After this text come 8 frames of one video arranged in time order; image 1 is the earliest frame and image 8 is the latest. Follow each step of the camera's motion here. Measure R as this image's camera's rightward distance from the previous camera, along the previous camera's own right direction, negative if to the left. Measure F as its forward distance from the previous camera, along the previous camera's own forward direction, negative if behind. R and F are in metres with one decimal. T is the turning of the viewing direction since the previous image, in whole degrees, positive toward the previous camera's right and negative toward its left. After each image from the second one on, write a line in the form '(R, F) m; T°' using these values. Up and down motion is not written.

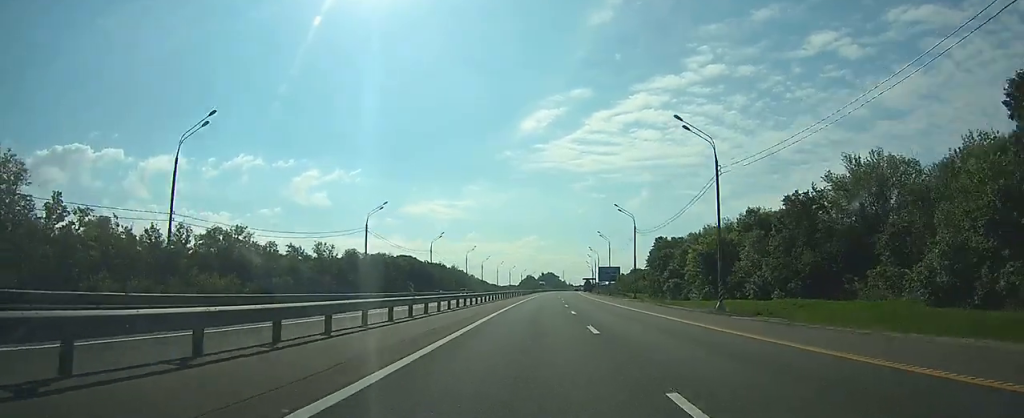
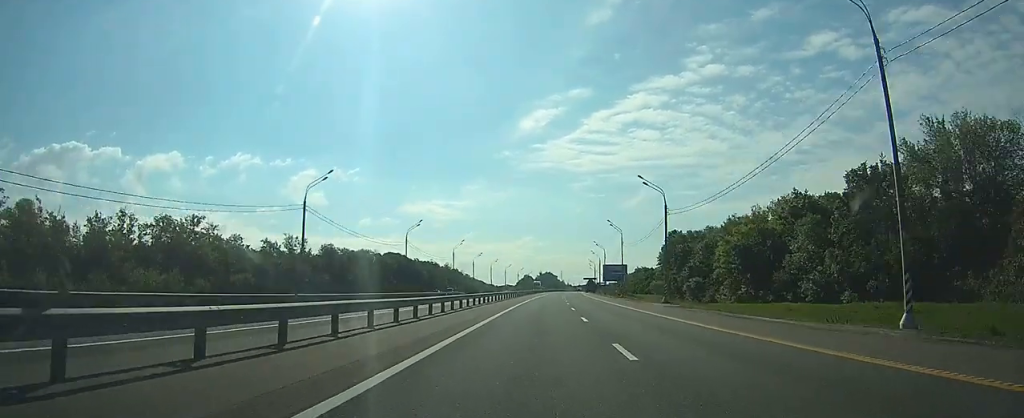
(0.0, +18.2) m; 0°
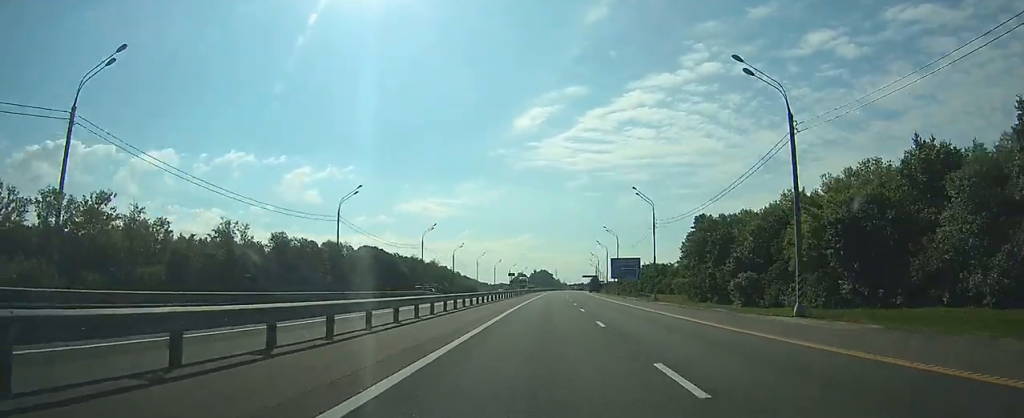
(+0.1, +27.9) m; +1°
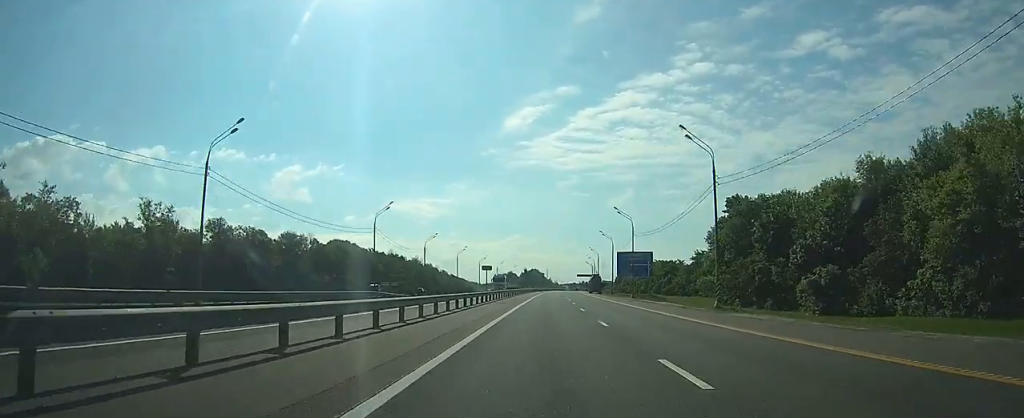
(+0.1, +23.6) m; 0°
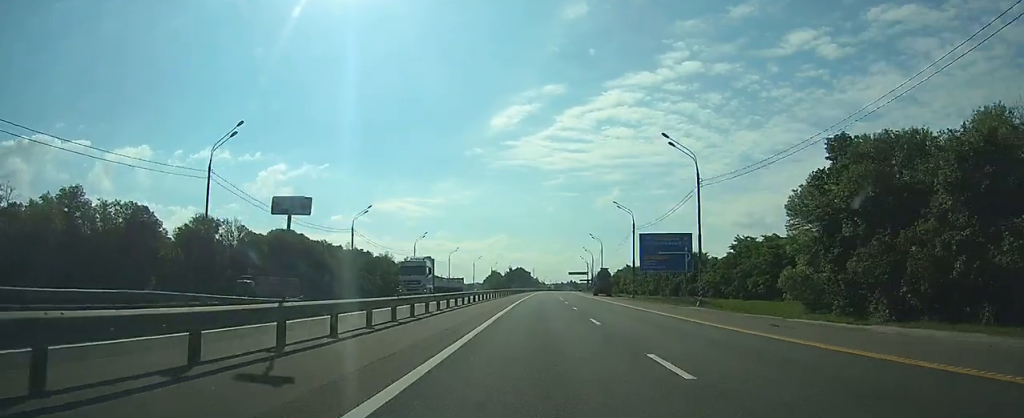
(+0.1, +35.5) m; +1°
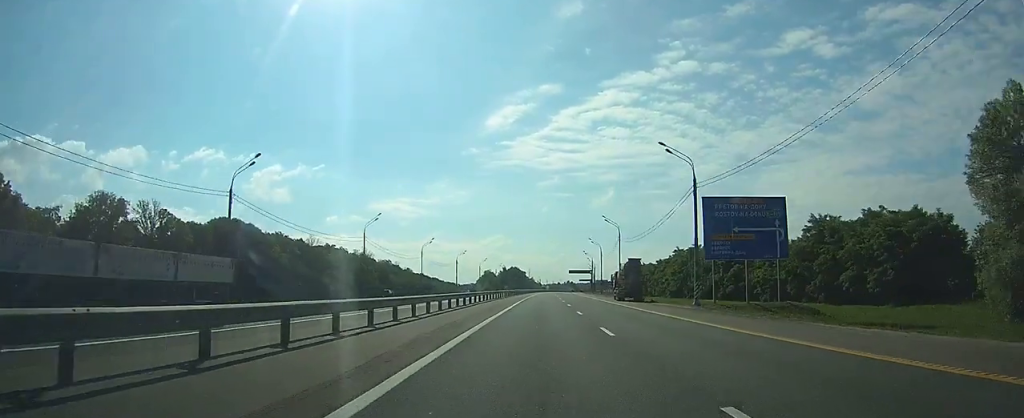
(+0.3, +29.0) m; +1°
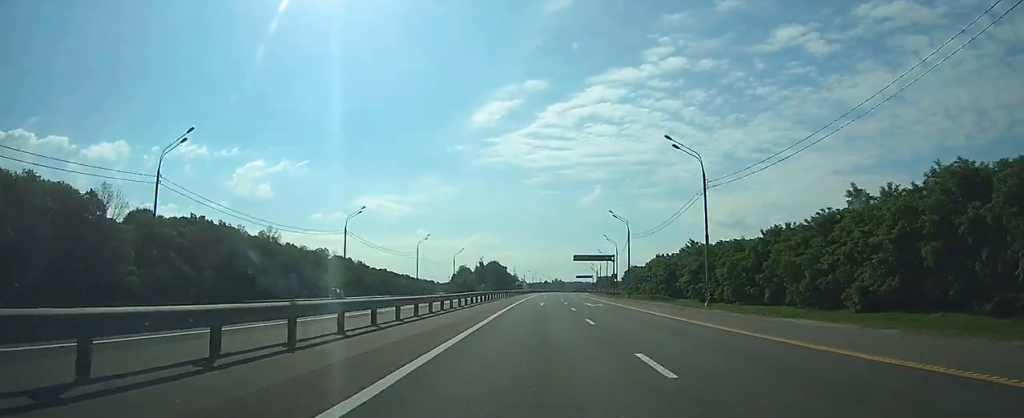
(+1.3, +79.8) m; +2°
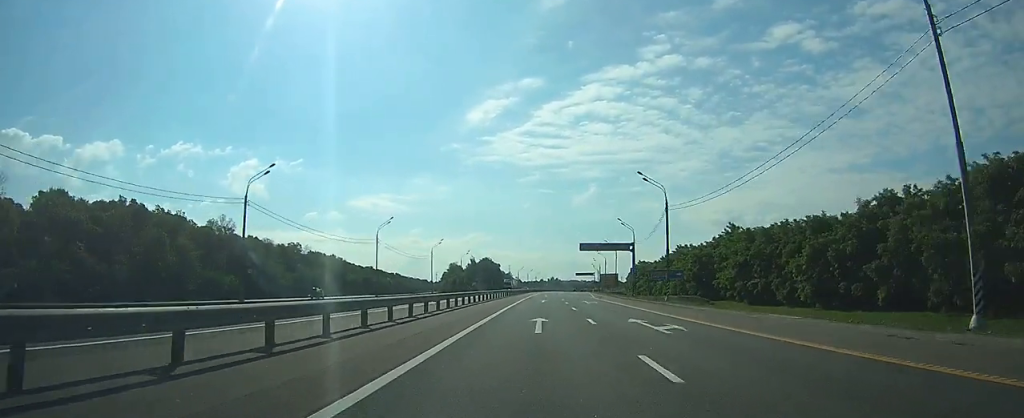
(+0.2, +24.8) m; 0°
